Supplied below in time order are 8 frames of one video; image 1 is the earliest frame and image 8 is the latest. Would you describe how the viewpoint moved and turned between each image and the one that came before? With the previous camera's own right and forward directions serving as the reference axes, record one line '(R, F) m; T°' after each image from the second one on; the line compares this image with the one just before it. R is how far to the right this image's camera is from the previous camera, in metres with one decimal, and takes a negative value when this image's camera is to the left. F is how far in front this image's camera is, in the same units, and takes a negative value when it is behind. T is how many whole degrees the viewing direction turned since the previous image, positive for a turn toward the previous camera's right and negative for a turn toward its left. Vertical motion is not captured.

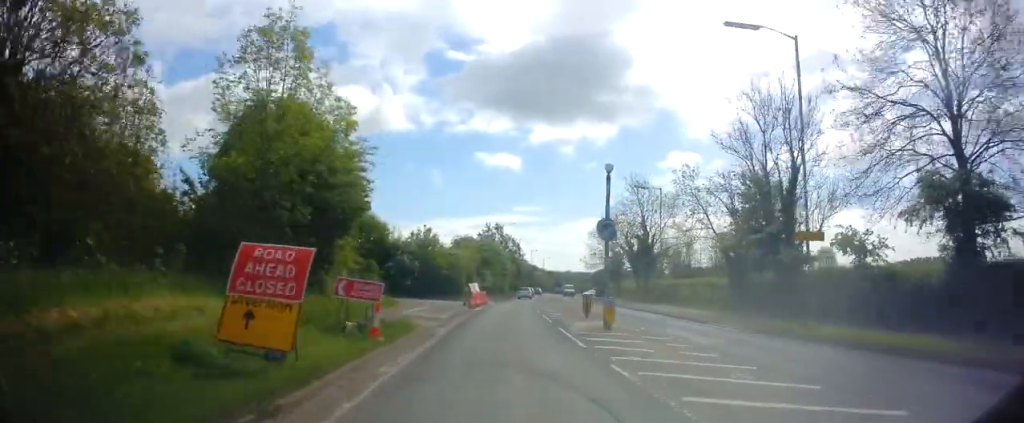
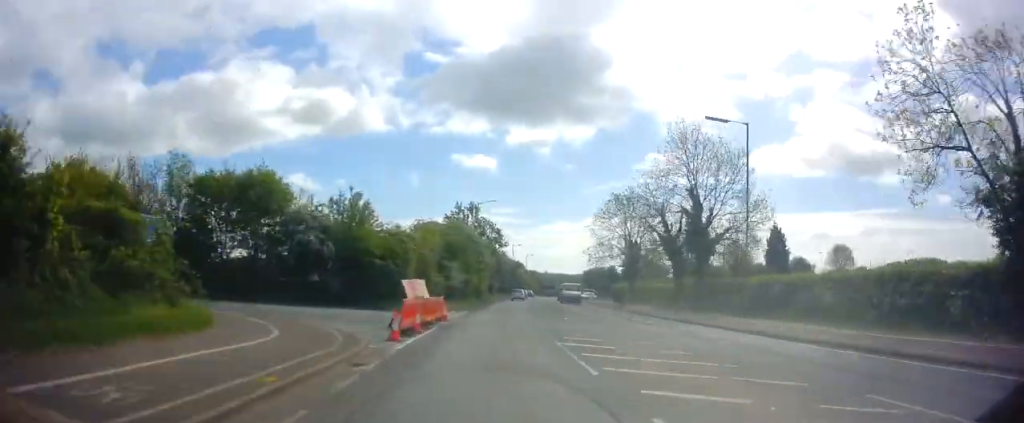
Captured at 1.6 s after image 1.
(+0.5, +21.2) m; +2°
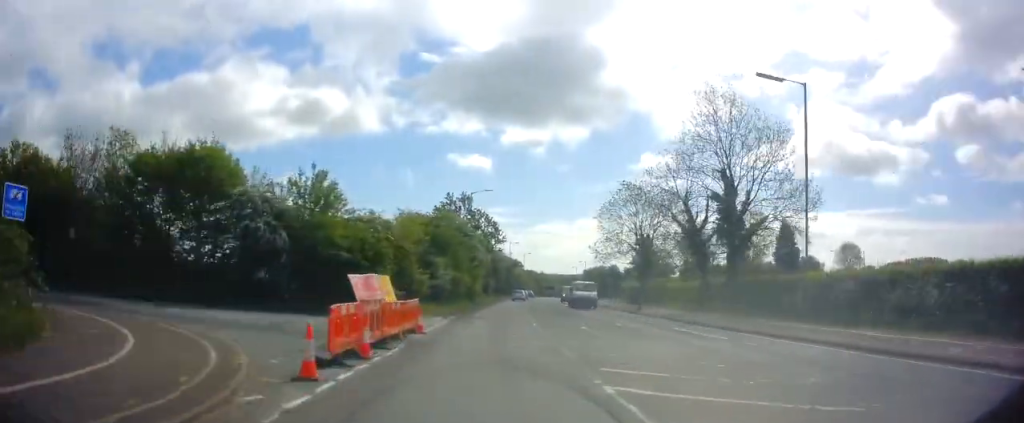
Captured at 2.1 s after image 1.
(+0.1, +6.4) m; 0°
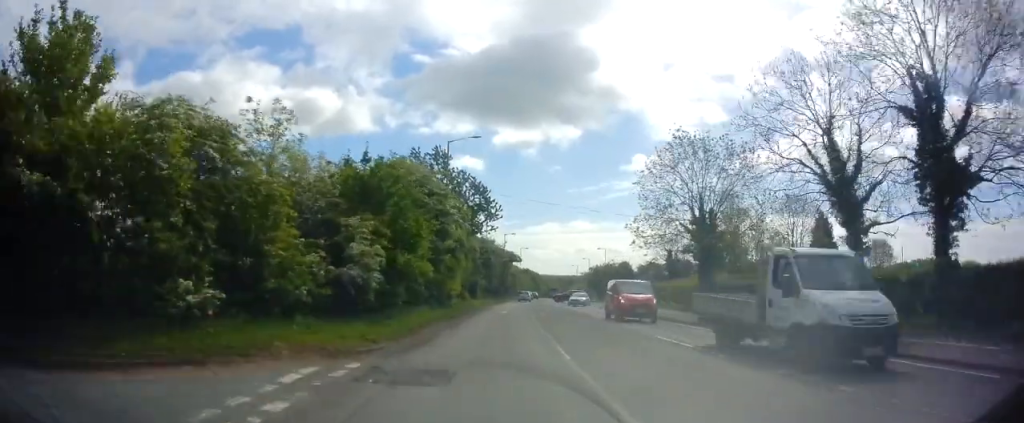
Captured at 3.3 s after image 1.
(0.0, +17.7) m; 0°
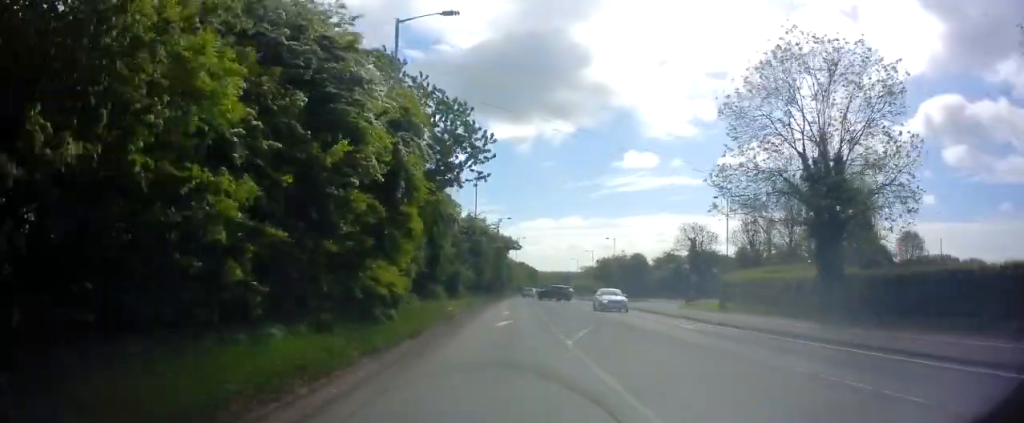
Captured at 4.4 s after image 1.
(+0.2, +15.1) m; +3°
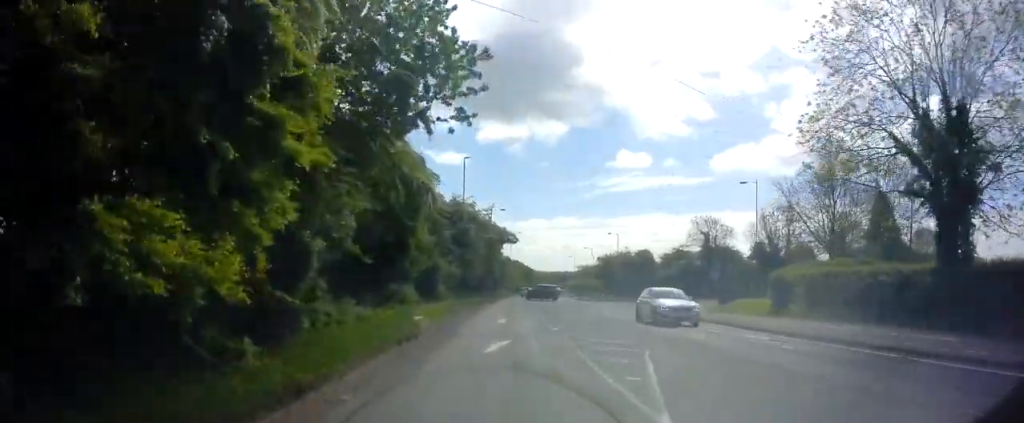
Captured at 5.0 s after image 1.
(+0.2, +8.0) m; +1°
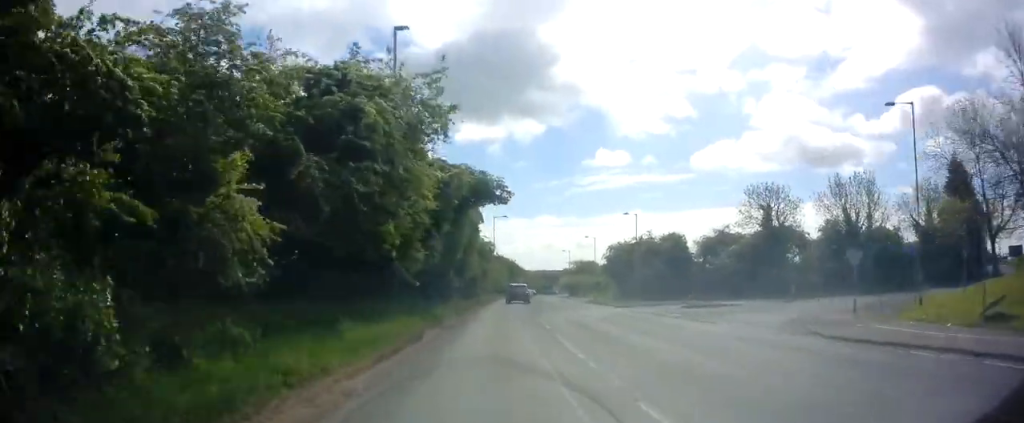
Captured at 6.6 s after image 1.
(0.0, +22.3) m; 0°
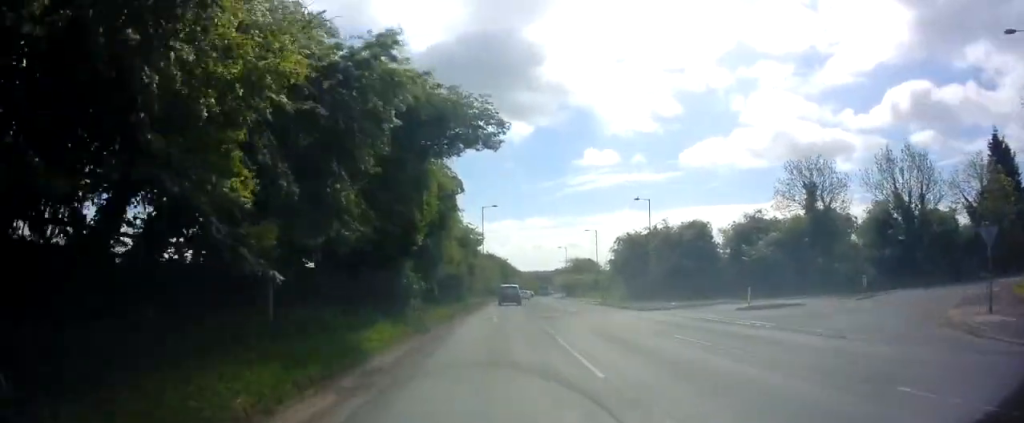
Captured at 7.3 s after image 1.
(+0.3, +9.9) m; +1°
